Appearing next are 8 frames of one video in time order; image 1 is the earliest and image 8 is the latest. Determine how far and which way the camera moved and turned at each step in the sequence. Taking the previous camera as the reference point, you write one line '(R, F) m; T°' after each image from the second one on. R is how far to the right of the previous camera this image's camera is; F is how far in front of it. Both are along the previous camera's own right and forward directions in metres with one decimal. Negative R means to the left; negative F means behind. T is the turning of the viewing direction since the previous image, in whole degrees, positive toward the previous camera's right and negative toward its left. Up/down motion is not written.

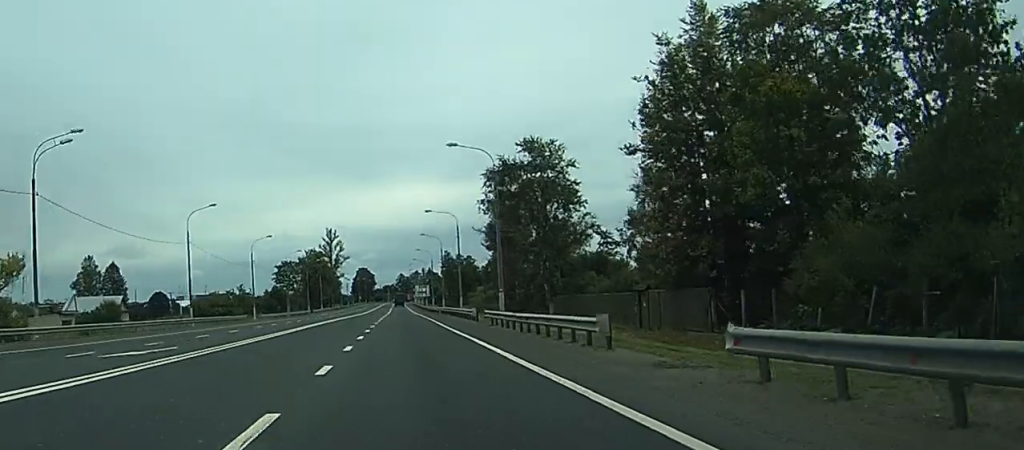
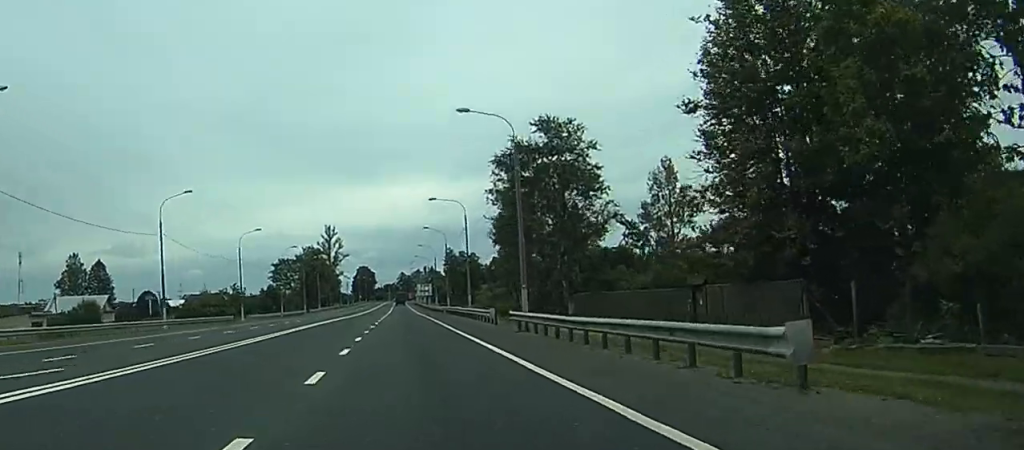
(+0.3, +9.6) m; -1°
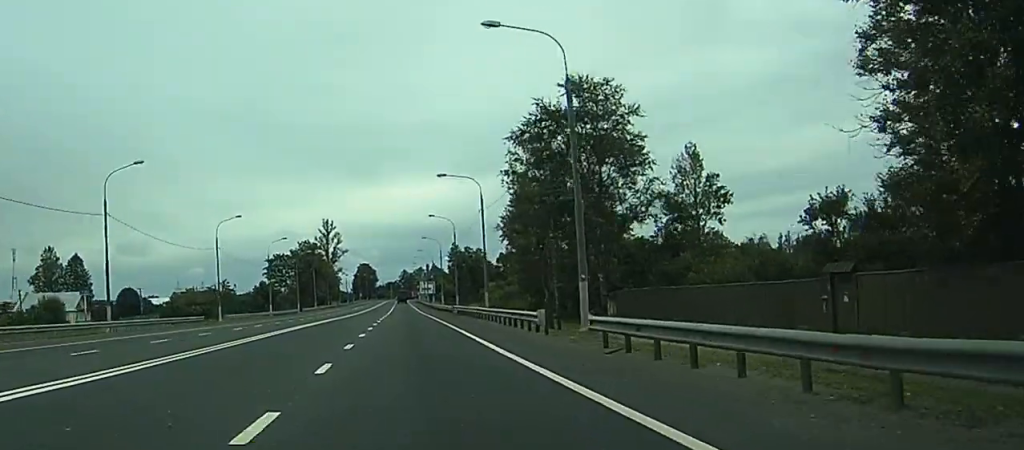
(-0.5, +14.0) m; -1°
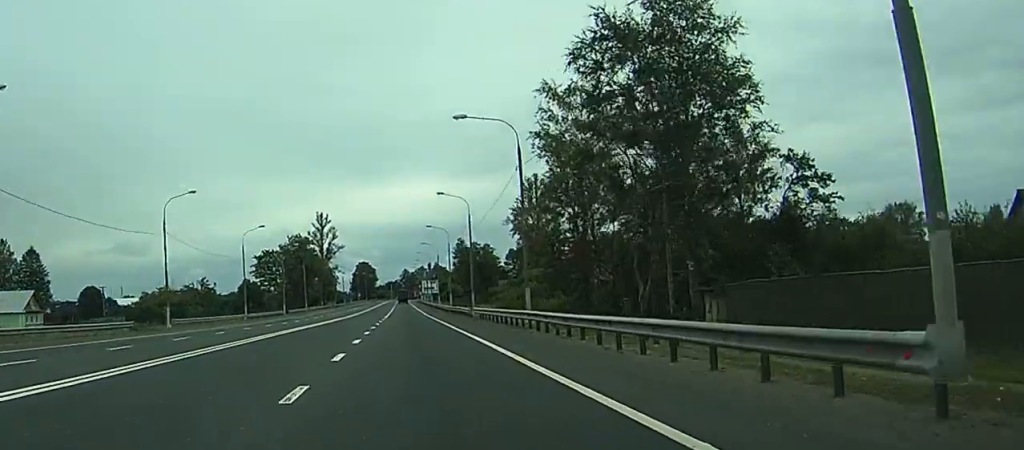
(-0.5, +20.6) m; -1°
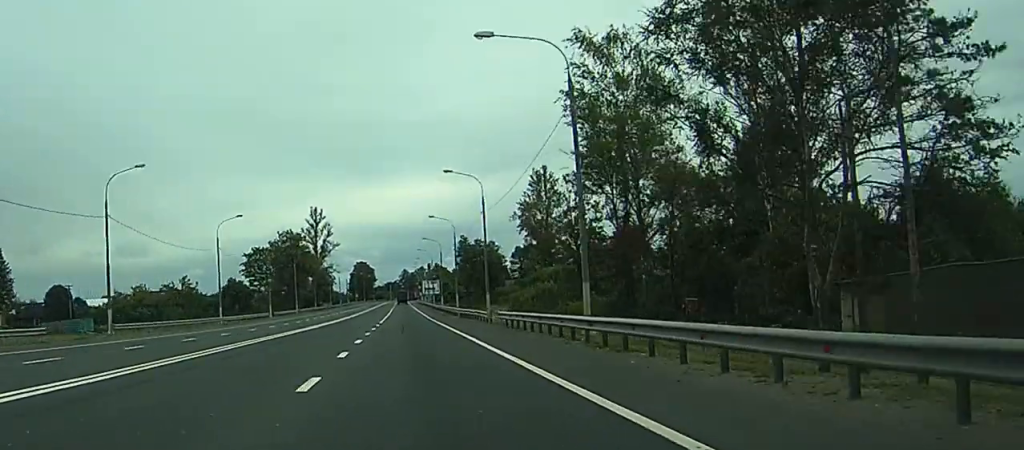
(+0.1, +14.0) m; +1°
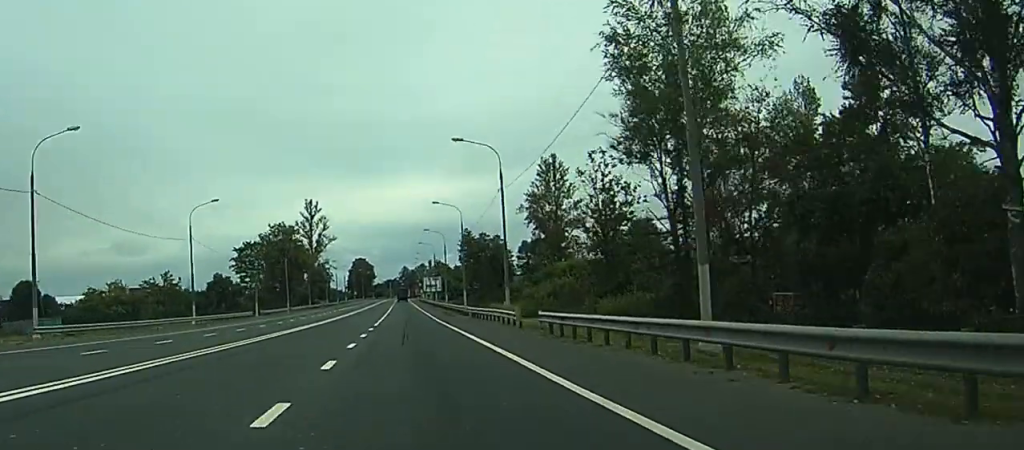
(0.0, +11.8) m; 0°
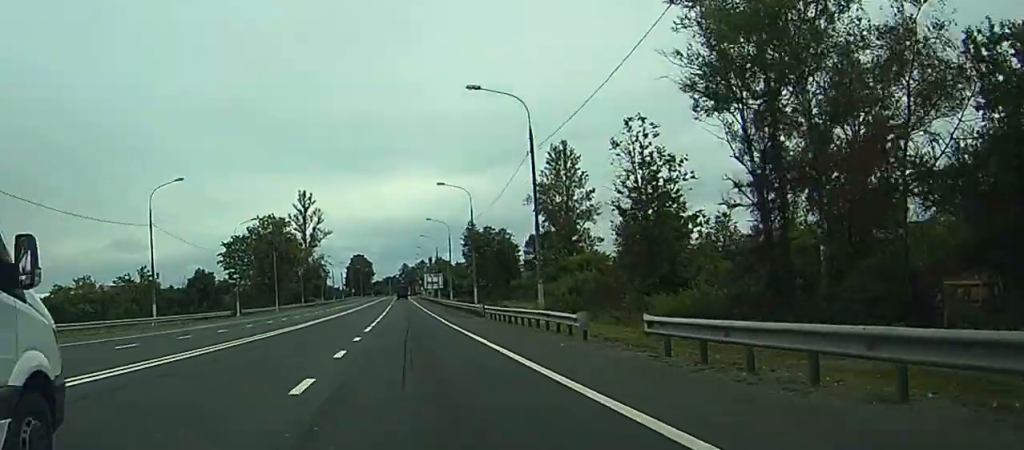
(0.0, +12.5) m; 0°
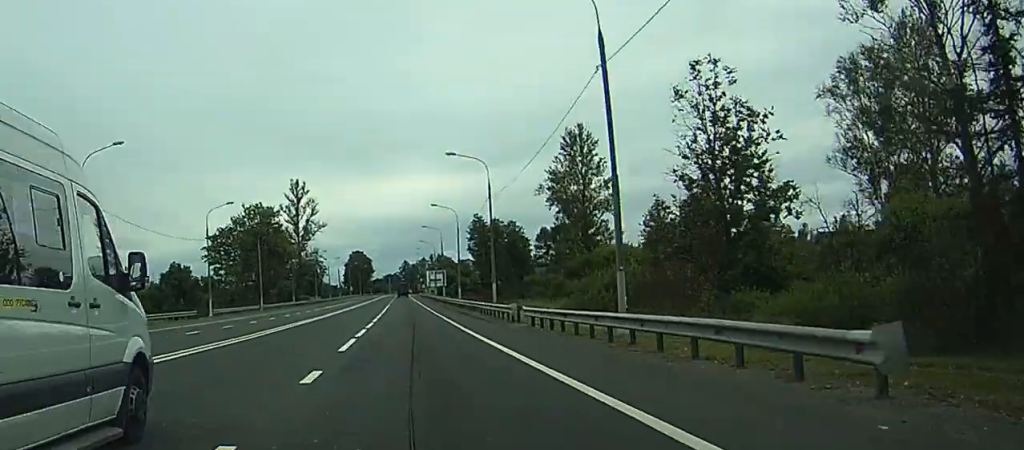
(+0.1, +14.7) m; 0°
